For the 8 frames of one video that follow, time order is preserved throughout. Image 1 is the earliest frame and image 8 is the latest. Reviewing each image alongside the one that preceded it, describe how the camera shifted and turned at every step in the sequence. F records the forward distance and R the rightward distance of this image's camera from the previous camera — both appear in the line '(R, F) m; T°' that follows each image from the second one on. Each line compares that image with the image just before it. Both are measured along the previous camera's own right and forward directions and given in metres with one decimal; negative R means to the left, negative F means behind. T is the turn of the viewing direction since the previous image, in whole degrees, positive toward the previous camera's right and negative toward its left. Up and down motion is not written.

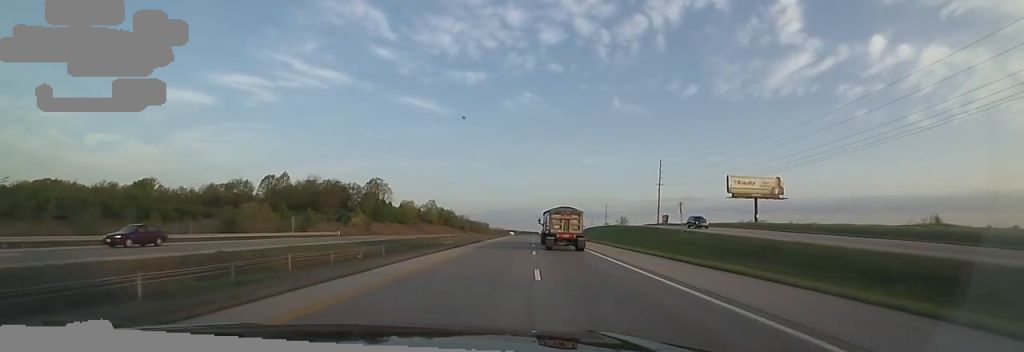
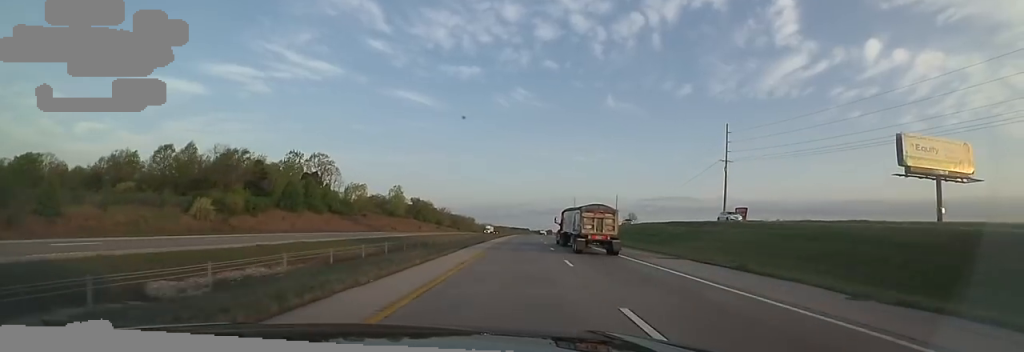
(+1.3, +57.1) m; +3°
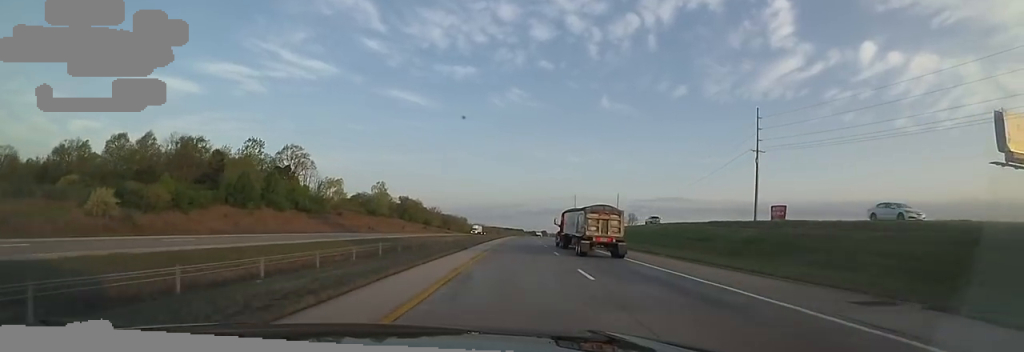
(+0.1, +15.9) m; +1°
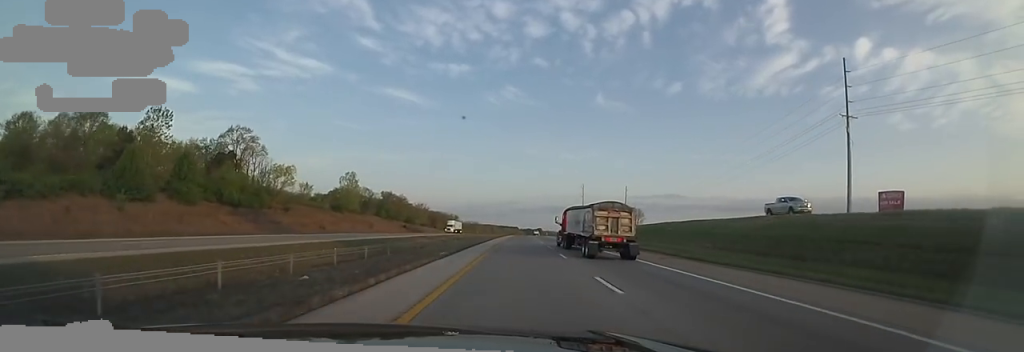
(+0.2, +27.3) m; 0°
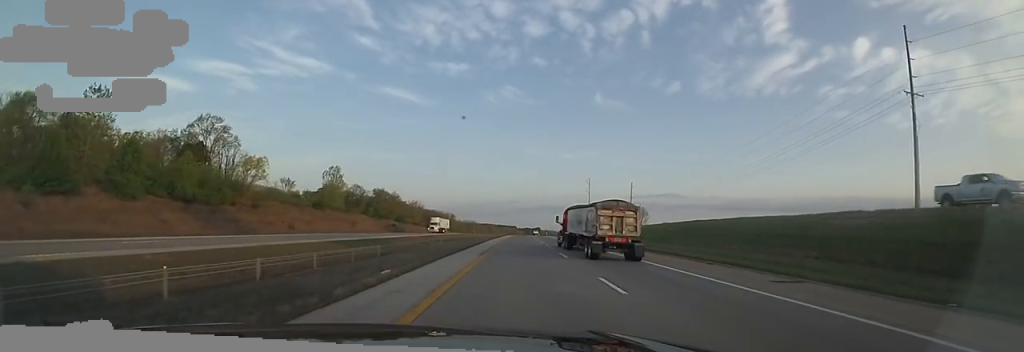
(-0.1, +11.8) m; 0°
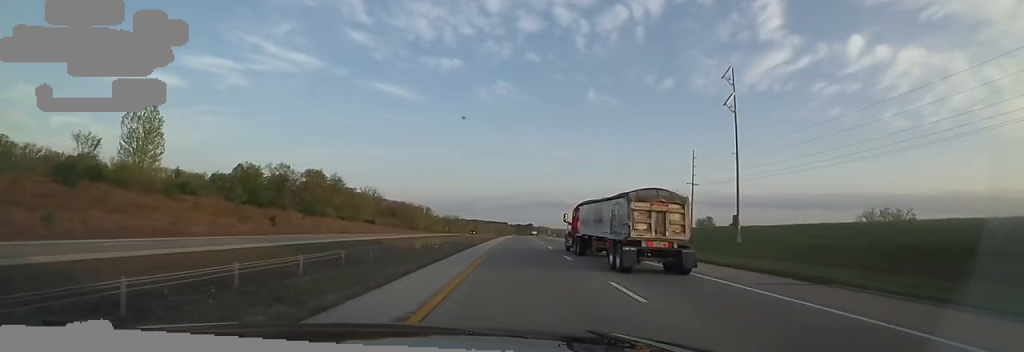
(+2.1, +73.0) m; +2°
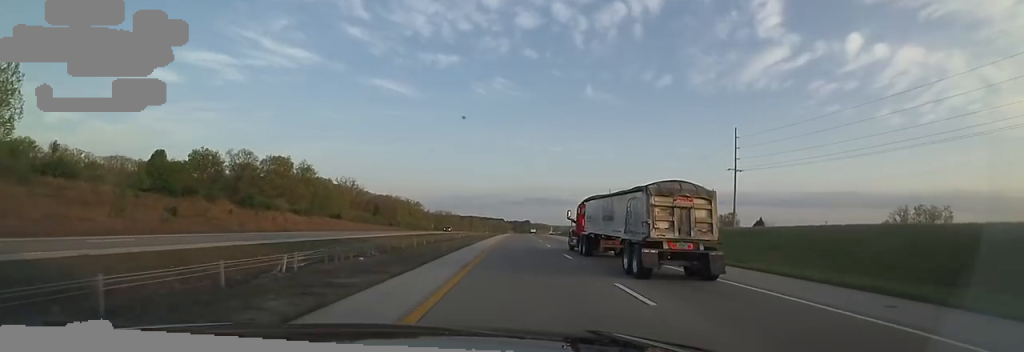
(-0.9, +25.0) m; 0°
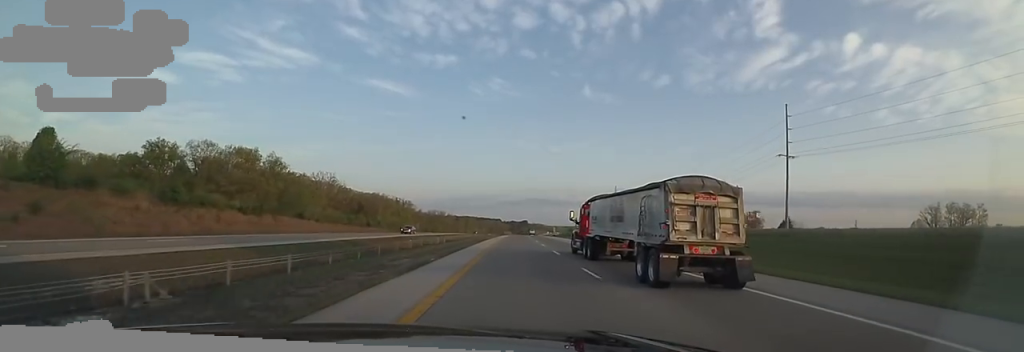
(+0.2, +19.9) m; 0°
